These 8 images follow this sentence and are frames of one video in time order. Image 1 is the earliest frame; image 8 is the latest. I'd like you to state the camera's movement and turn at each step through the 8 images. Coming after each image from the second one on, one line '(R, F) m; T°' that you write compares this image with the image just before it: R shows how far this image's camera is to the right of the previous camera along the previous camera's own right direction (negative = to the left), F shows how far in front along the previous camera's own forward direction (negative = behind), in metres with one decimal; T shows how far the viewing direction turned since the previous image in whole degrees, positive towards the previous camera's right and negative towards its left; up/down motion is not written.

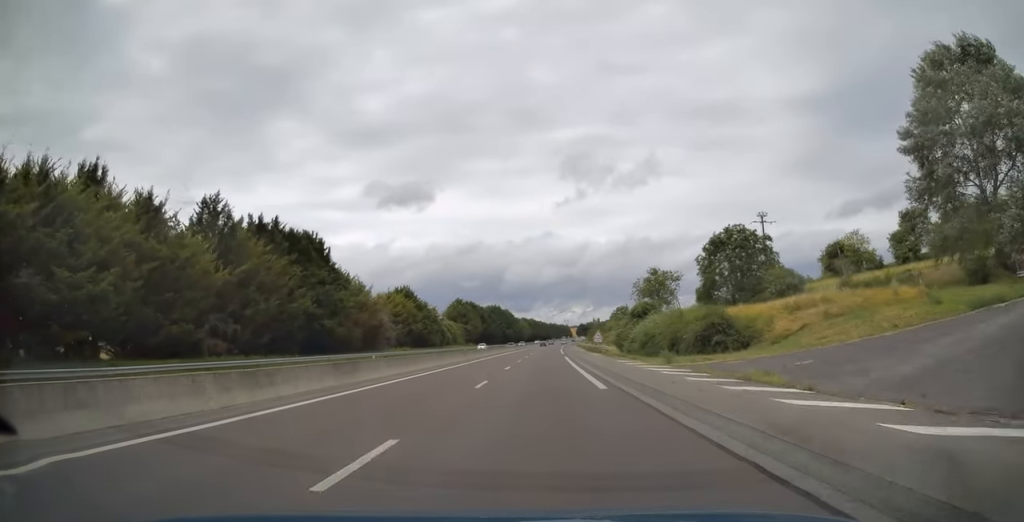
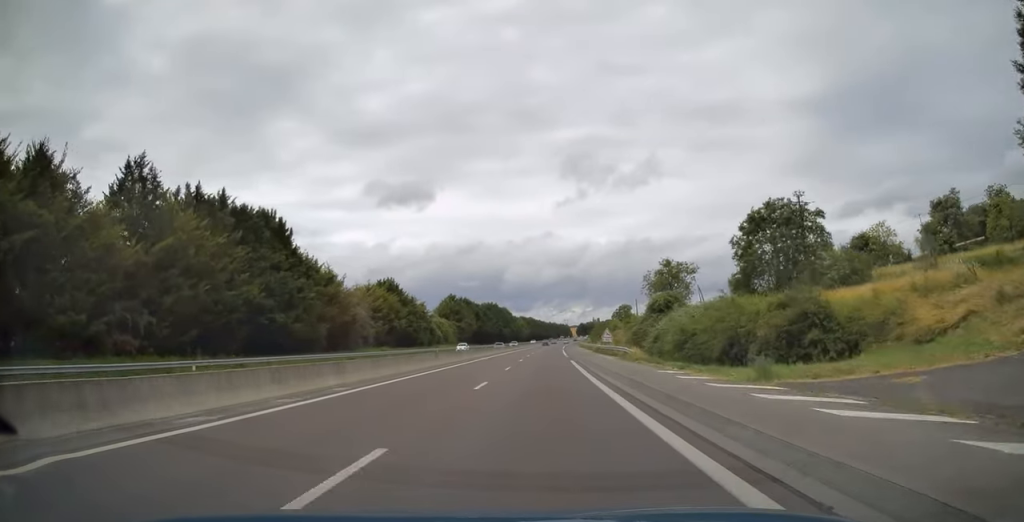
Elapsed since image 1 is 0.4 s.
(0.0, +13.5) m; 0°
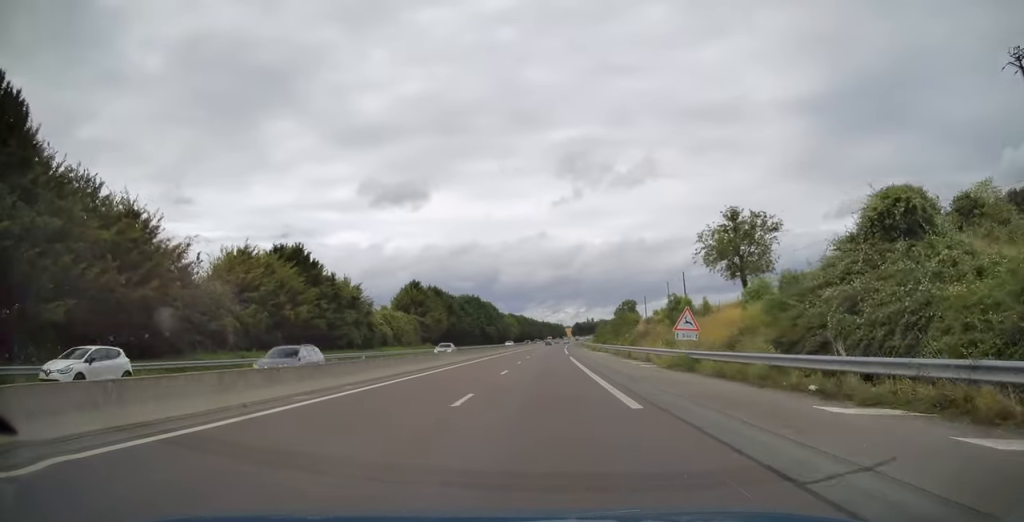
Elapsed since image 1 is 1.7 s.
(0.0, +43.5) m; 0°
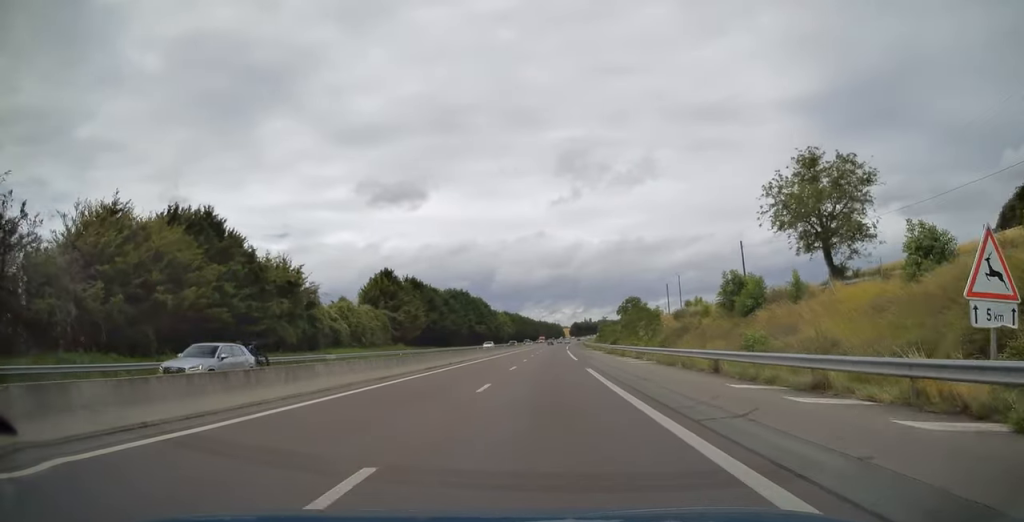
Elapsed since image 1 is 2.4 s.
(+0.1, +22.5) m; 0°
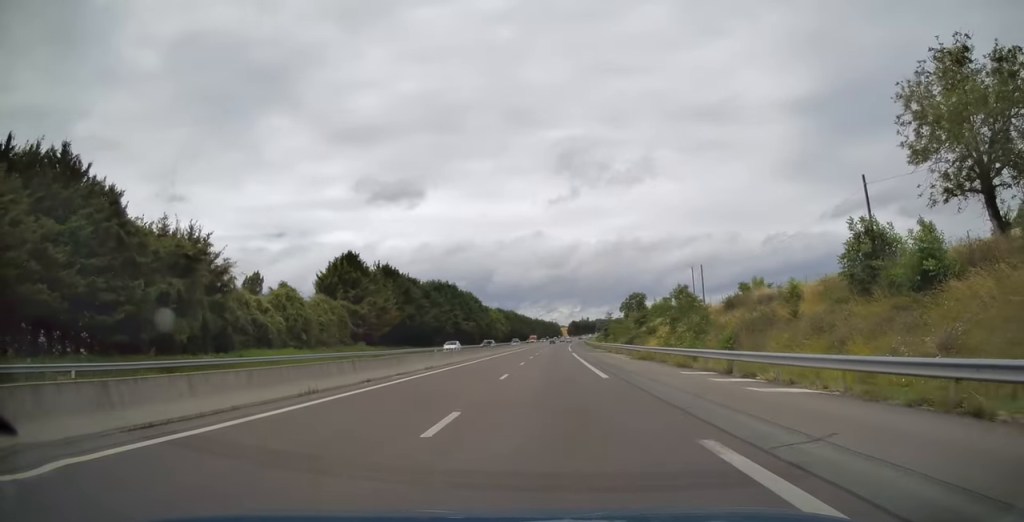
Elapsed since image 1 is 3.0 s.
(0.0, +20.9) m; 0°
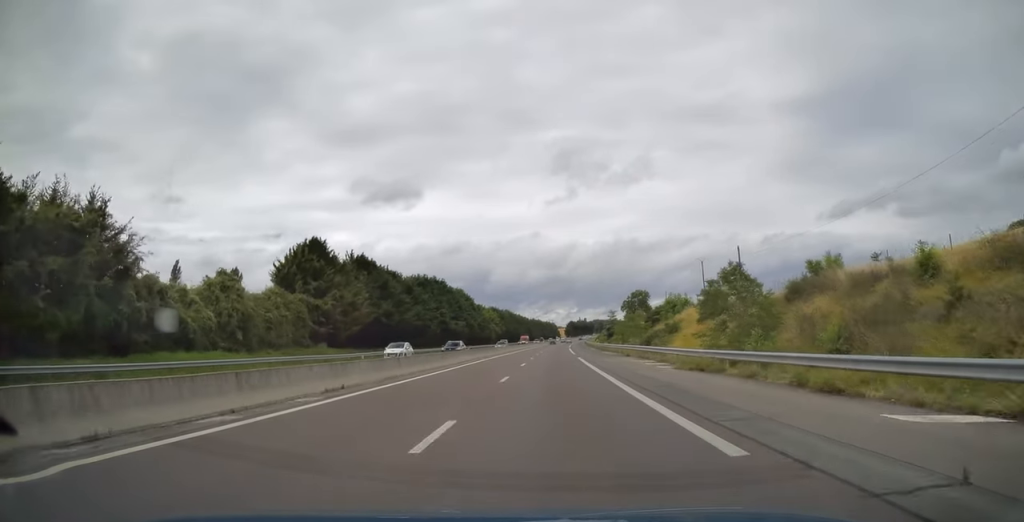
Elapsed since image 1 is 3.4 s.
(0.0, +14.2) m; 0°
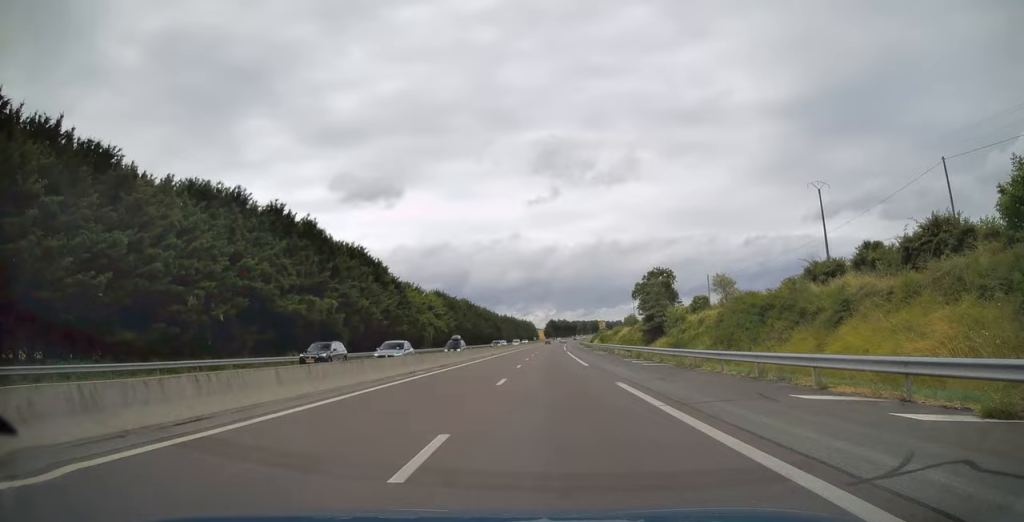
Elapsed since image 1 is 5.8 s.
(+1.1, +80.1) m; +2°
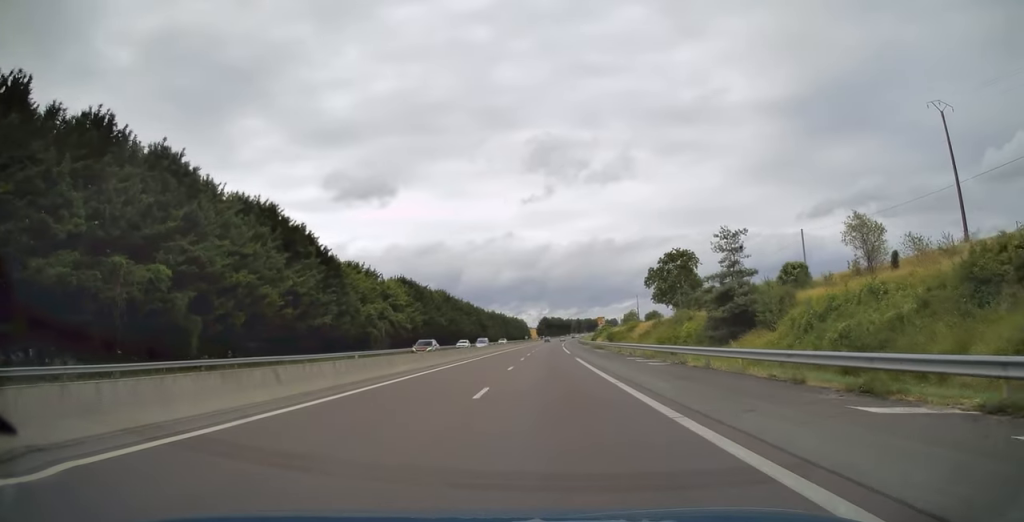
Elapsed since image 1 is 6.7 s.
(+0.3, +30.8) m; +1°
